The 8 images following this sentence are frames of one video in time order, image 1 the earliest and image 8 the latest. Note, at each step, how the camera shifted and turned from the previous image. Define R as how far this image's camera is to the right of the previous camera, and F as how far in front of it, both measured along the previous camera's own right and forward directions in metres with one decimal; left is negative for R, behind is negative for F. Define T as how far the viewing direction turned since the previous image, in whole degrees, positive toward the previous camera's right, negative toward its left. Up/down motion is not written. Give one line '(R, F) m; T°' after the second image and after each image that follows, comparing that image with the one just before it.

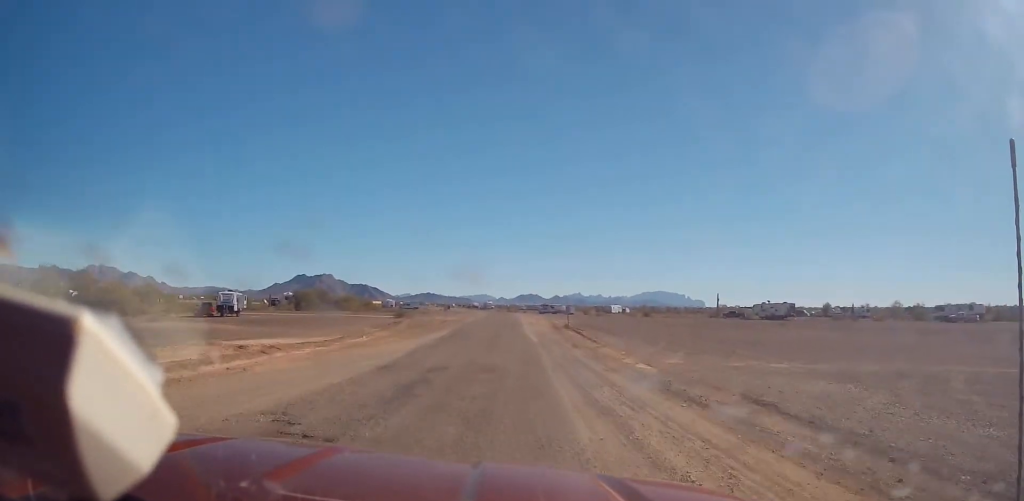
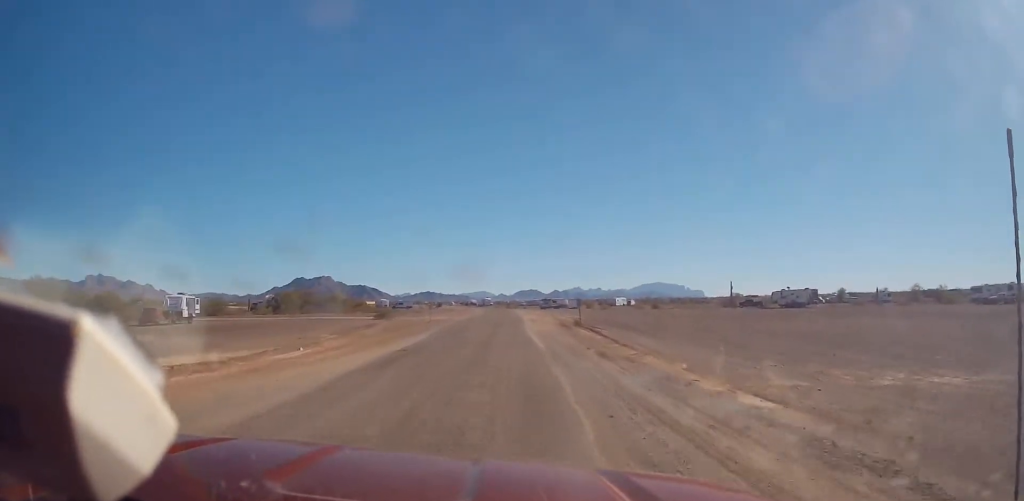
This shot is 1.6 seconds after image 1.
(+0.1, +11.9) m; 0°
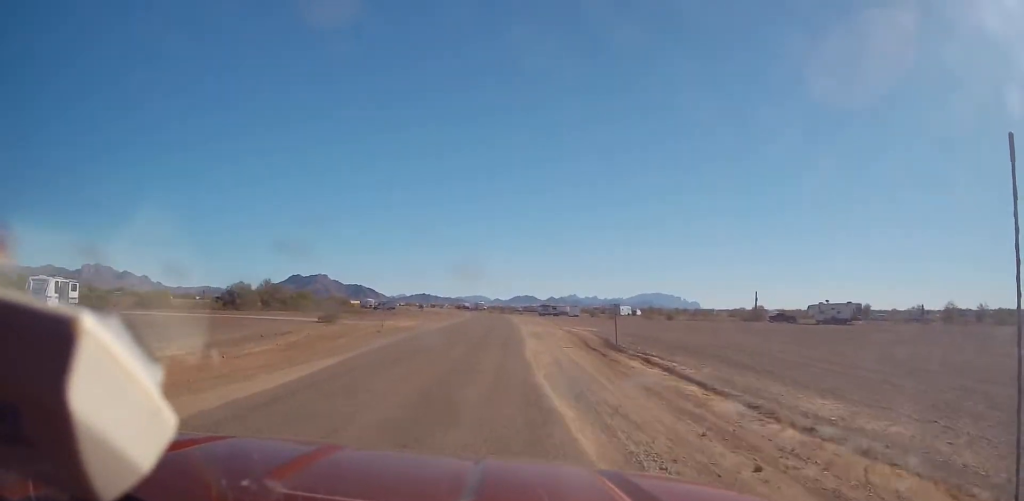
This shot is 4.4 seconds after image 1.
(+0.1, +20.0) m; 0°
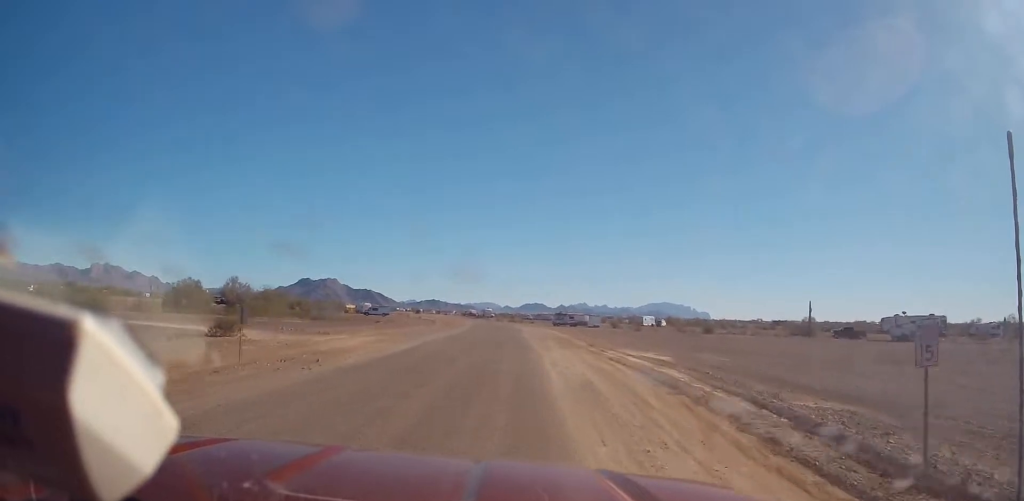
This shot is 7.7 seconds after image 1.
(-0.2, +23.4) m; 0°
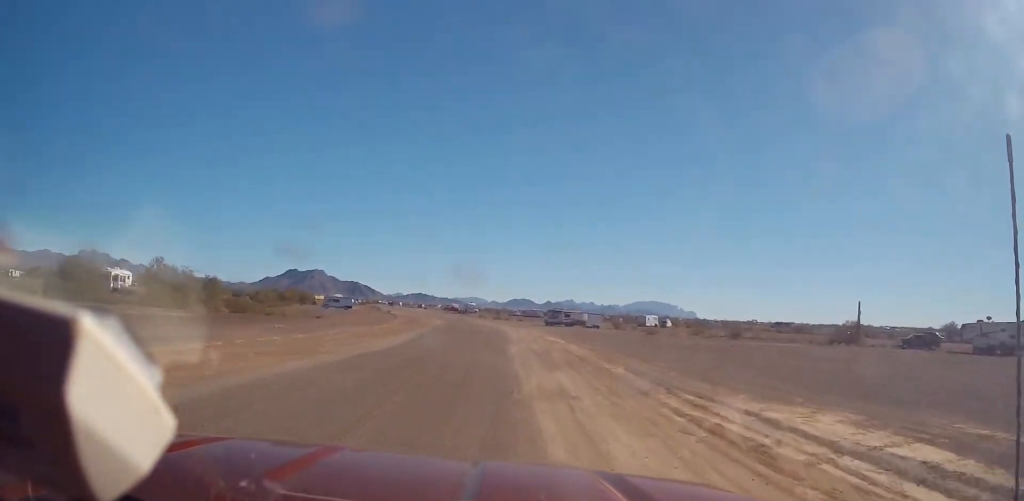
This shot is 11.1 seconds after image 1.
(0.0, +23.8) m; +1°
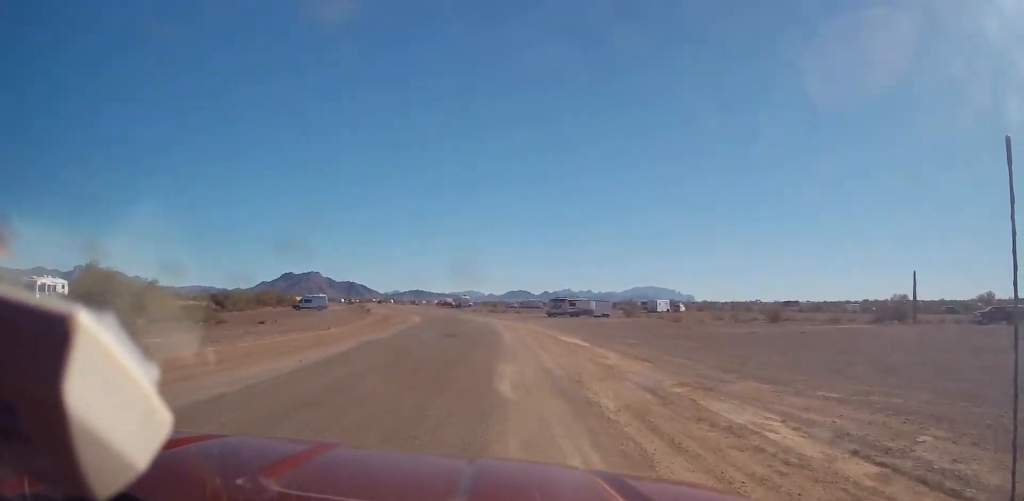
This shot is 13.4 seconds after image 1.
(+0.1, +16.3) m; 0°
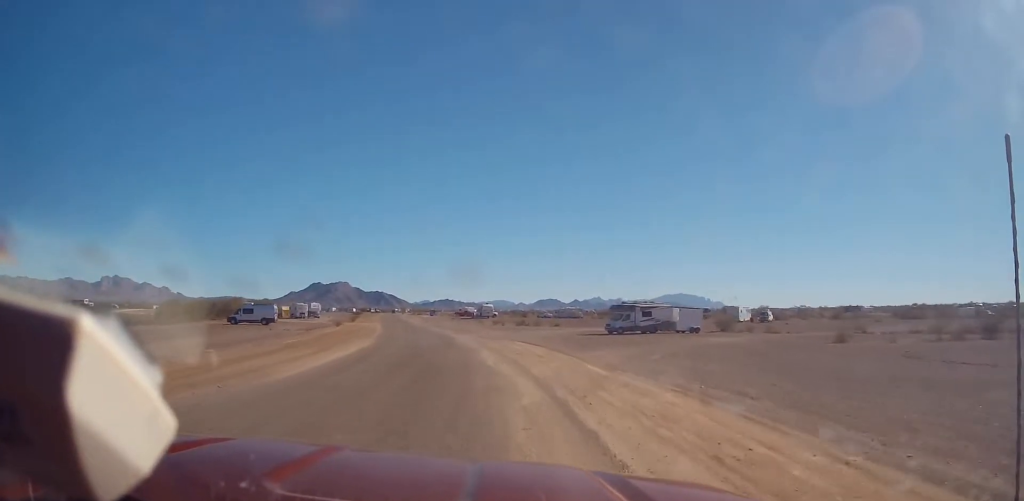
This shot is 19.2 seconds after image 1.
(-0.9, +39.9) m; -6°
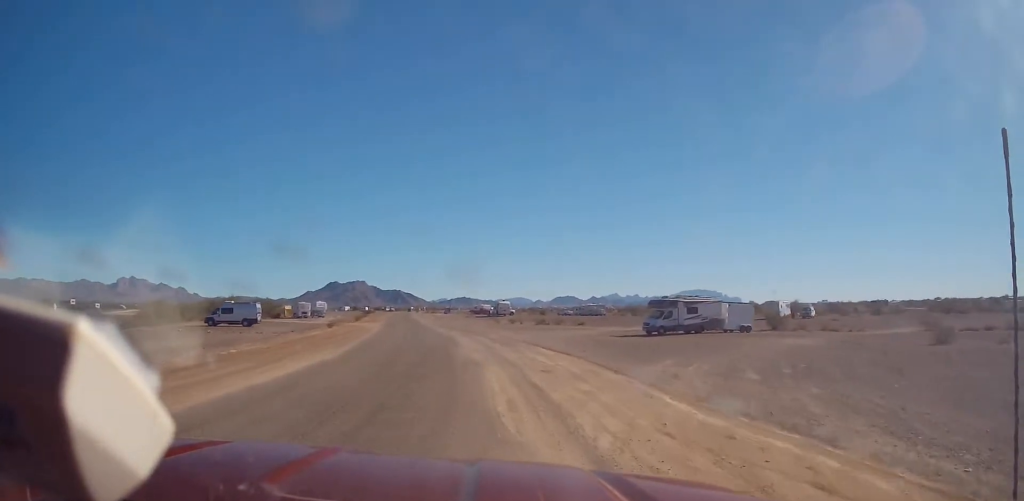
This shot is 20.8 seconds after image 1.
(-0.3, +11.2) m; -3°
